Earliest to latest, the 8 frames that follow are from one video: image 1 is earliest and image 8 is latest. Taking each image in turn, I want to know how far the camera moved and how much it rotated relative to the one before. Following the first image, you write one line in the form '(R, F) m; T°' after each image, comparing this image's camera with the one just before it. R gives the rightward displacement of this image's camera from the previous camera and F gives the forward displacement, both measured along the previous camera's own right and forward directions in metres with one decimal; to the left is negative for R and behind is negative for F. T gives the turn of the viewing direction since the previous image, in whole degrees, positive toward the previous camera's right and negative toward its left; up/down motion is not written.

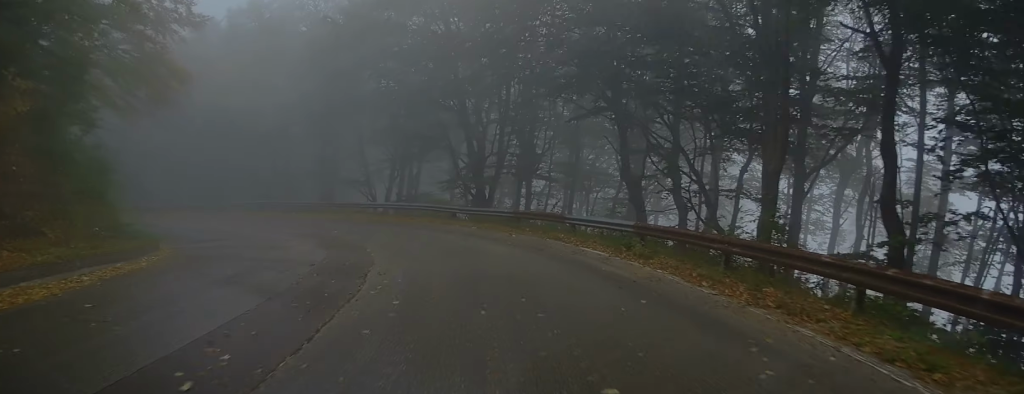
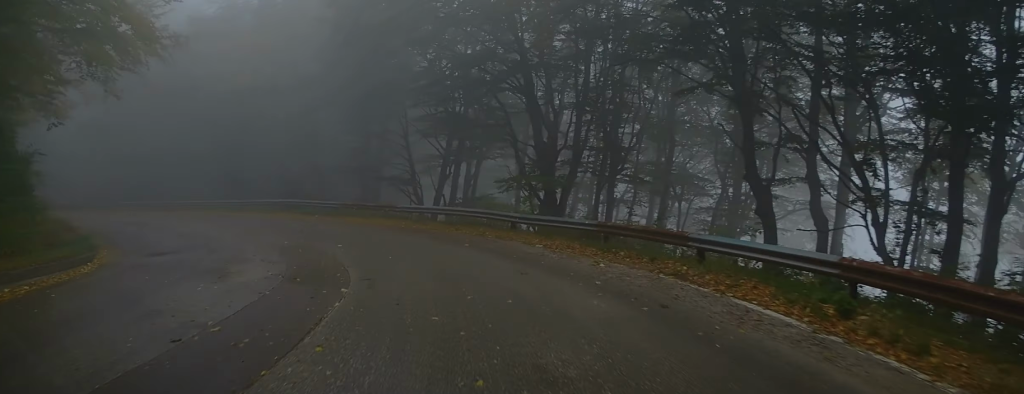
(-0.3, +7.3) m; -8°
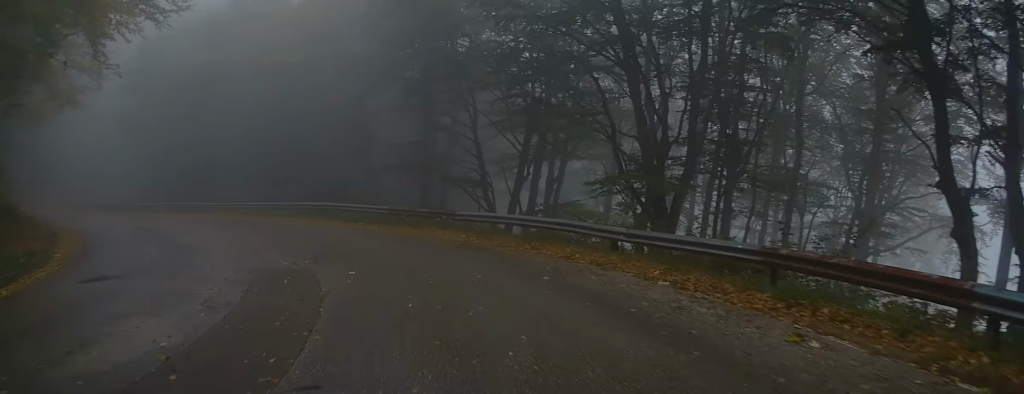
(-0.6, +5.8) m; -11°
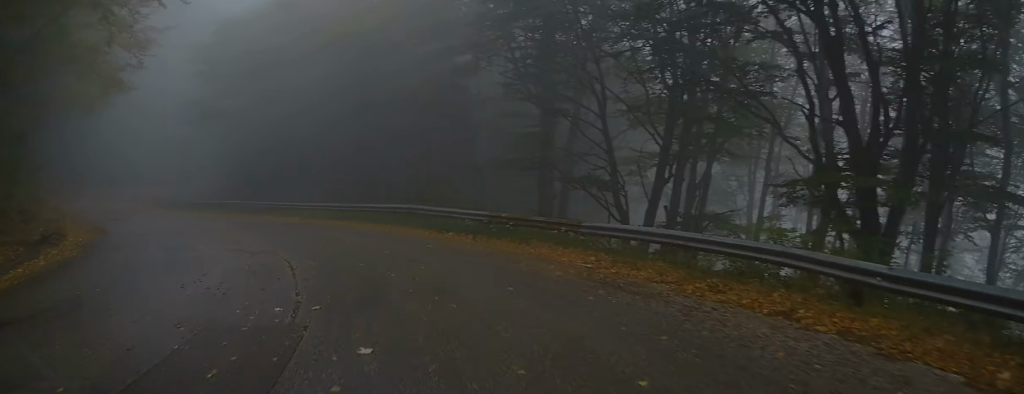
(-0.2, +5.8) m; -11°
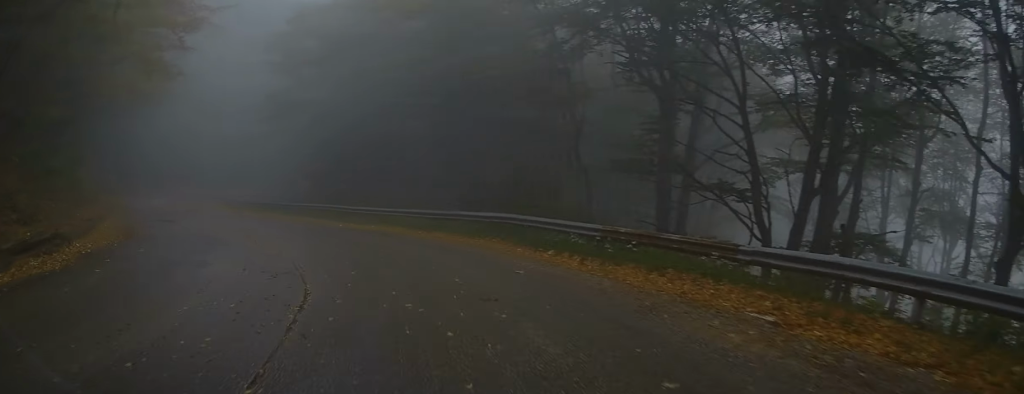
(-0.7, +4.1) m; -6°
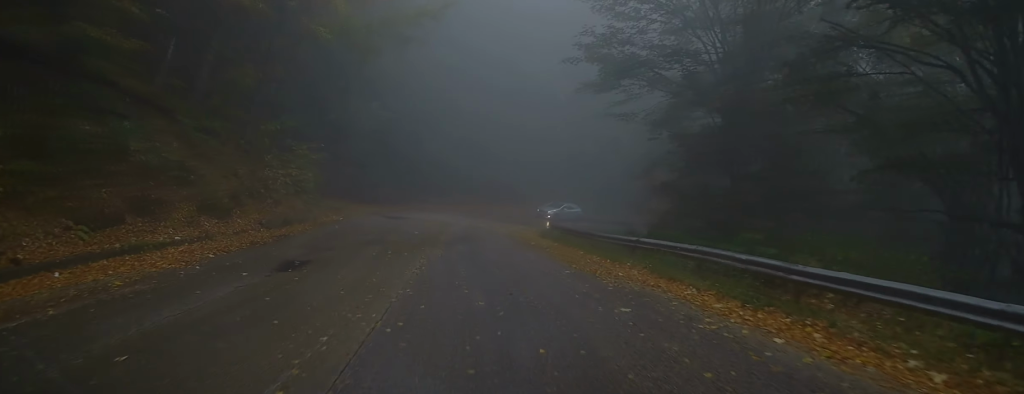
(-2.8, +17.7) m; -14°
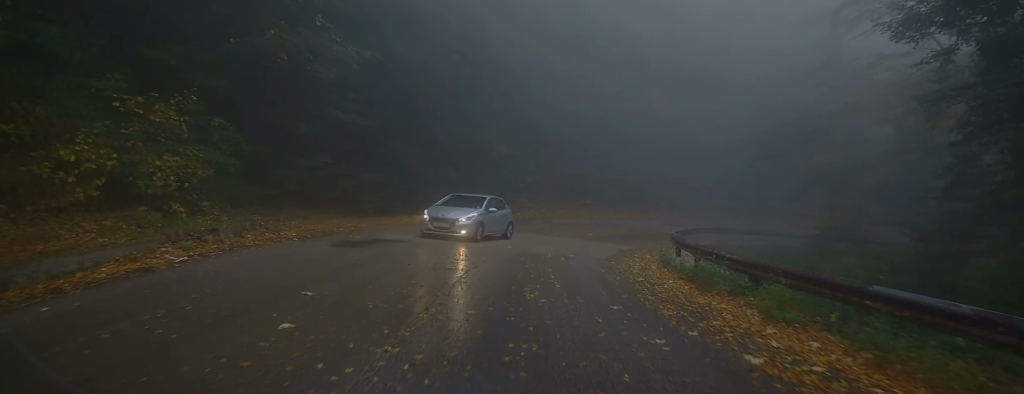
(-1.2, +16.2) m; -8°
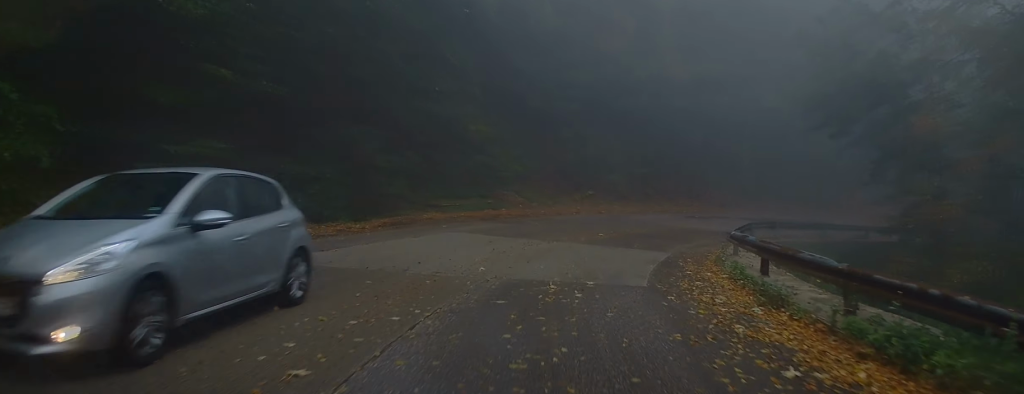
(-0.3, +6.9) m; 0°
